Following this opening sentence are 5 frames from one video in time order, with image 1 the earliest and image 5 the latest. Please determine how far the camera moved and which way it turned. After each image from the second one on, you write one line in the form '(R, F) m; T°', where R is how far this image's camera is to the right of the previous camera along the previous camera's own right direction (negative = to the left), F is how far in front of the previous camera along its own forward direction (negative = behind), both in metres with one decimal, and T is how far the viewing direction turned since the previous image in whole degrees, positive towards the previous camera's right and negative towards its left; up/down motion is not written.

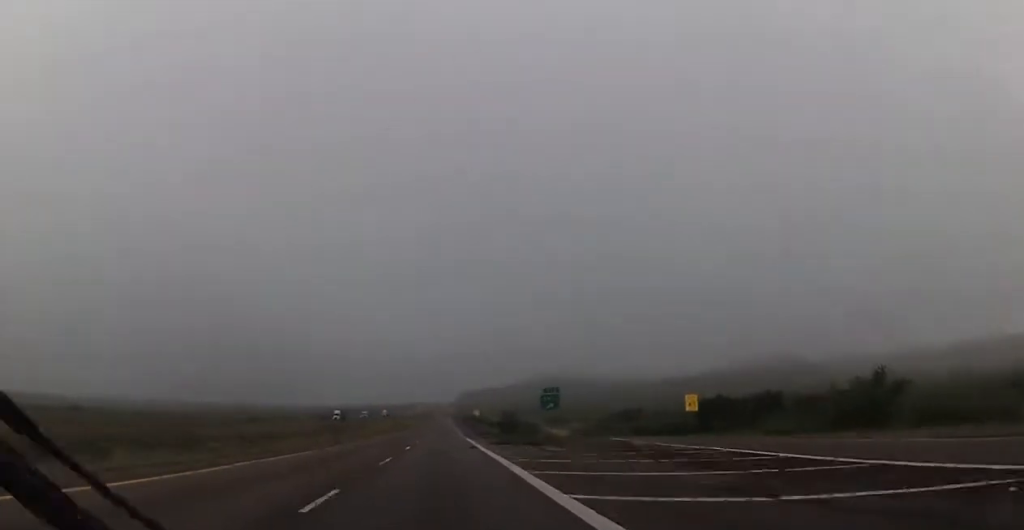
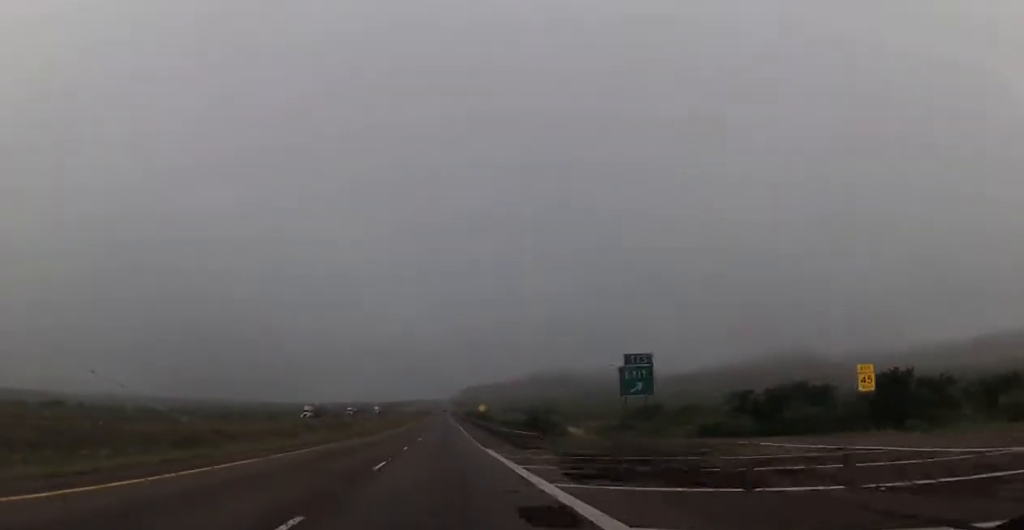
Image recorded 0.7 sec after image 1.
(0.0, +28.1) m; 0°
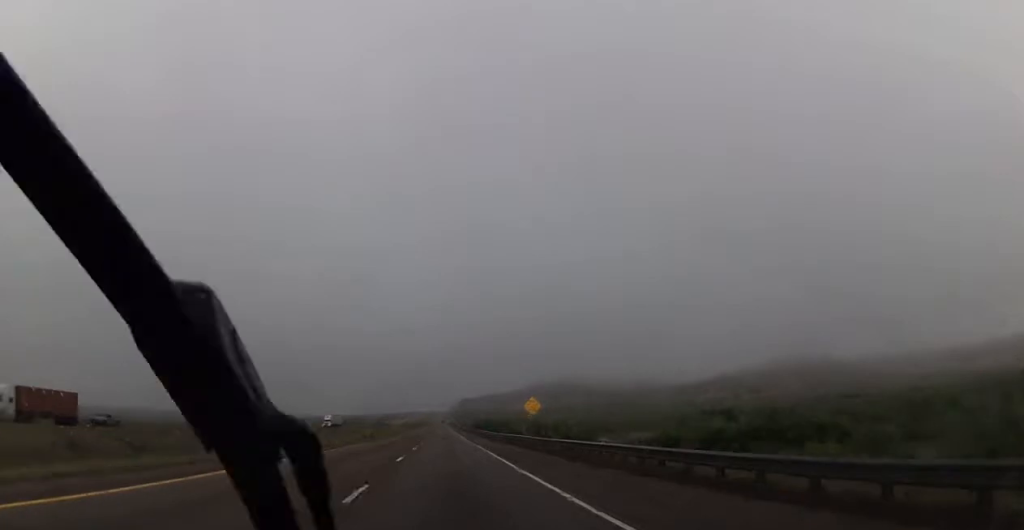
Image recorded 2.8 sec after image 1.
(-0.1, +80.4) m; 0°
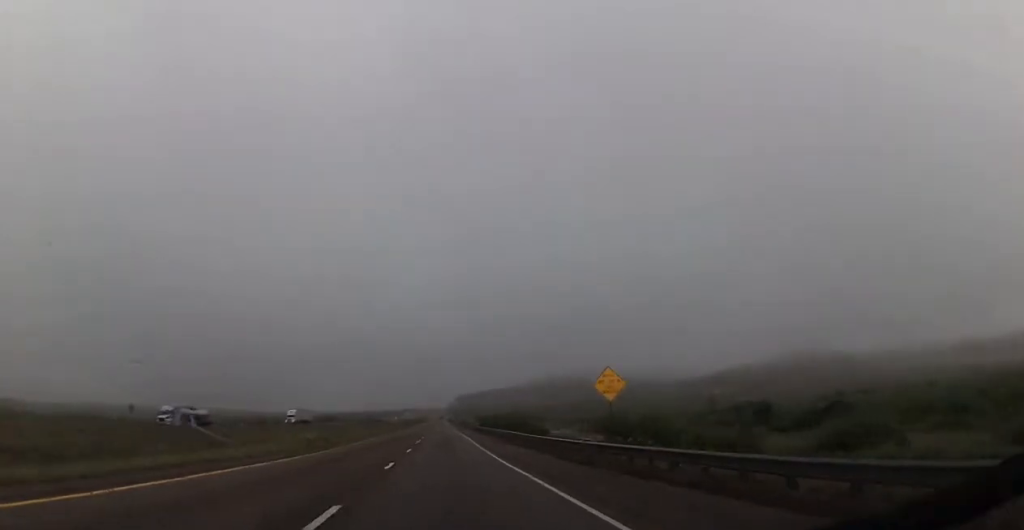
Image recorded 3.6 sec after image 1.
(0.0, +27.9) m; 0°
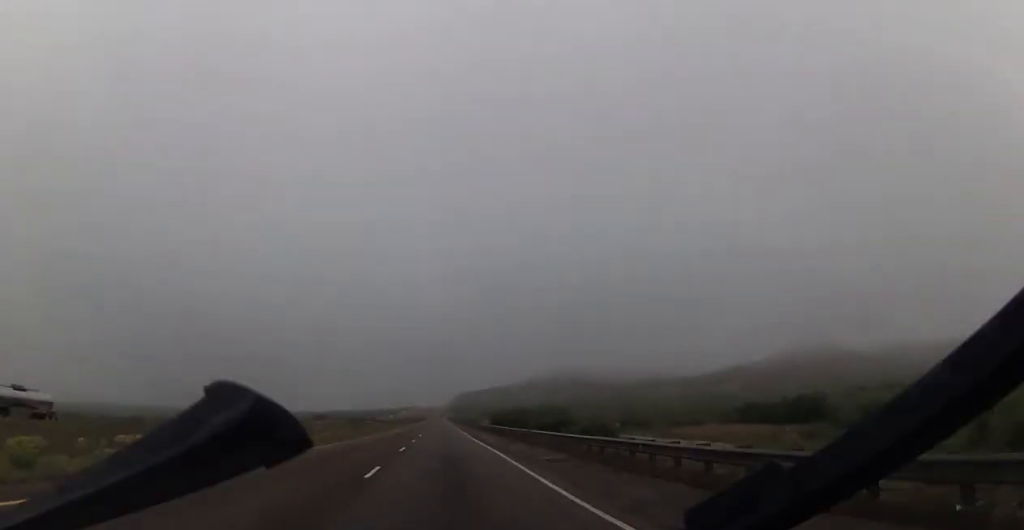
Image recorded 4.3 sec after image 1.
(-0.1, +29.1) m; +1°
